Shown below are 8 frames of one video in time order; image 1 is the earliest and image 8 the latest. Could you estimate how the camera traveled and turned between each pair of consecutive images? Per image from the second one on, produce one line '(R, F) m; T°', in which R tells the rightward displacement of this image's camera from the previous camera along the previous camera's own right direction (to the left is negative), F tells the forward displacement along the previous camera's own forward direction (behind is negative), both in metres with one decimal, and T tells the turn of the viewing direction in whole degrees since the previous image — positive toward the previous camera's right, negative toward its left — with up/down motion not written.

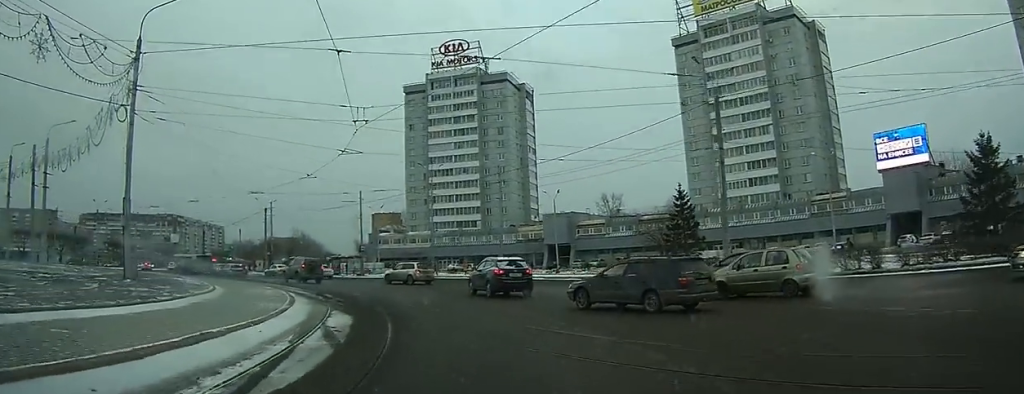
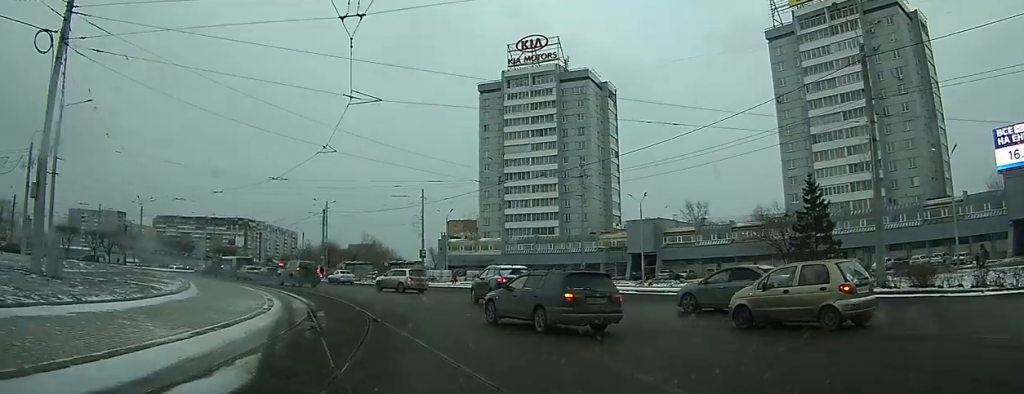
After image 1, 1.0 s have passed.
(-0.9, +9.1) m; -7°
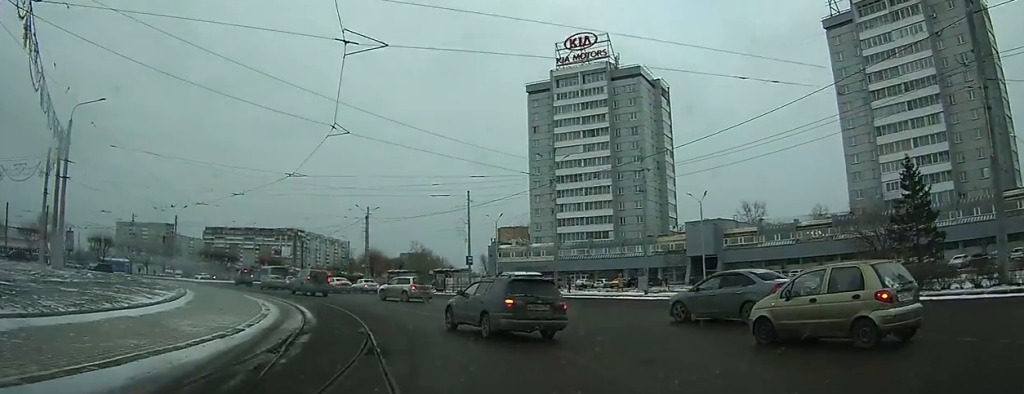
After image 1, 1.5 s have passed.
(0.0, +4.7) m; -4°
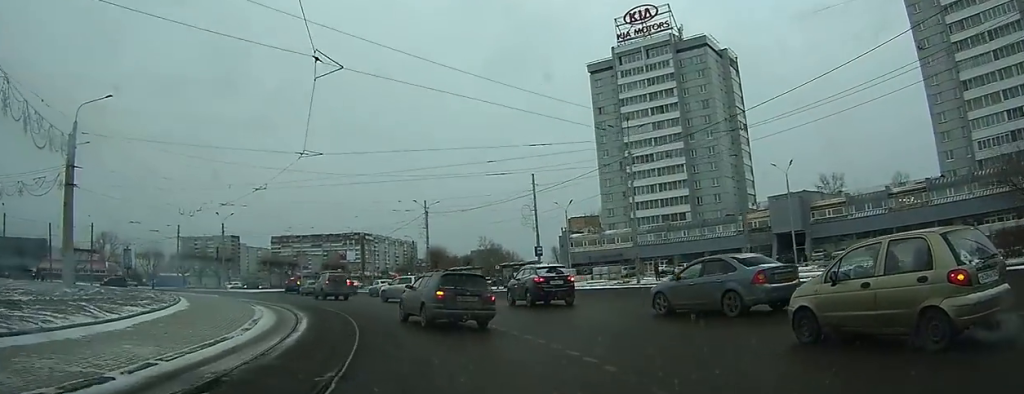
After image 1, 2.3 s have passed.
(-0.4, +6.6) m; -7°
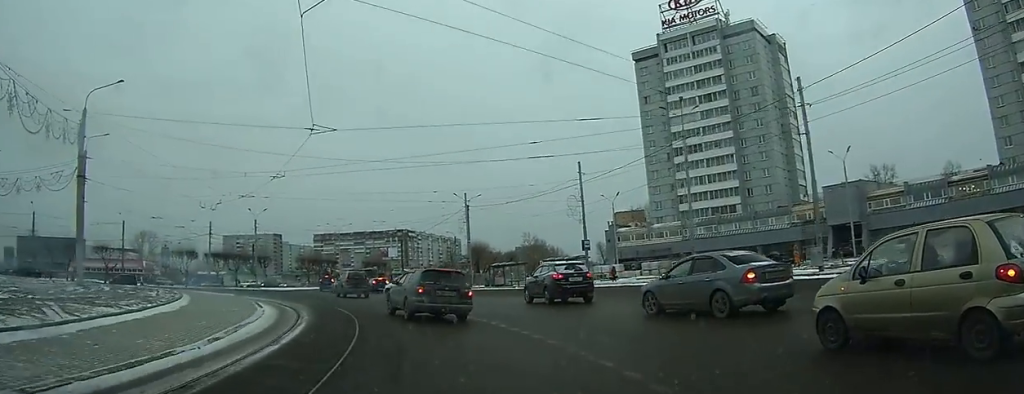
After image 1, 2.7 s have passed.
(-0.3, +3.7) m; -5°
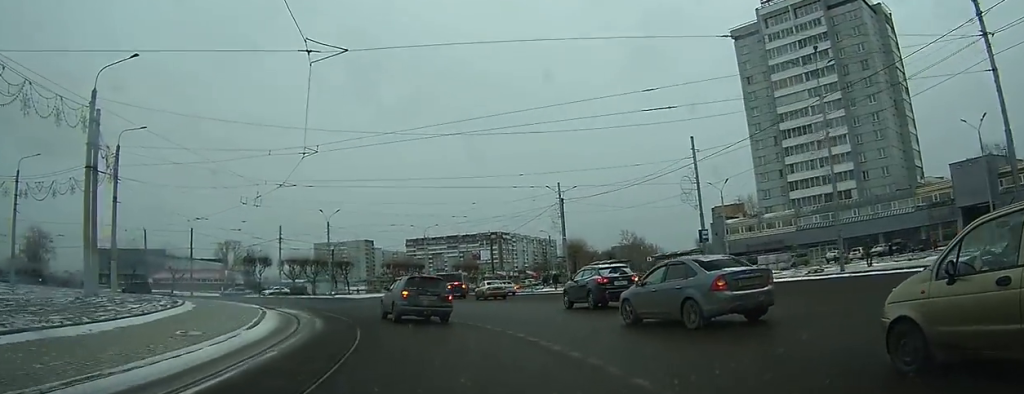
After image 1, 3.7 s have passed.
(-0.5, +7.7) m; -7°
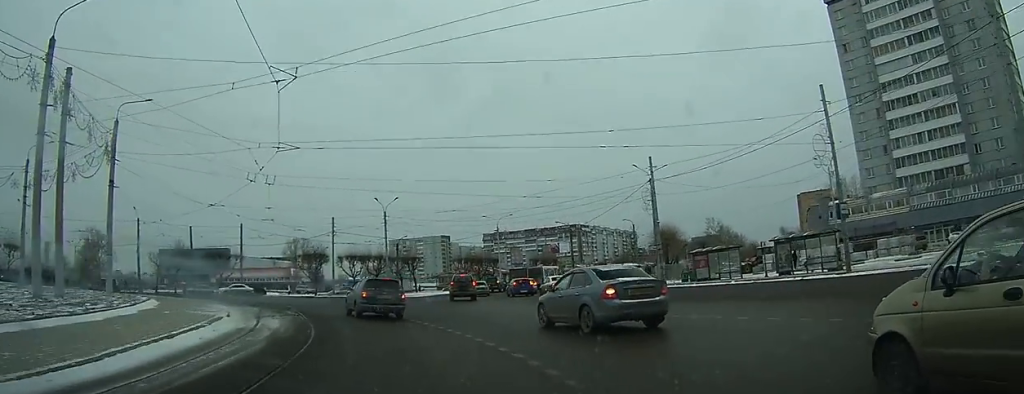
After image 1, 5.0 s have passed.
(-0.8, +9.4) m; -8°
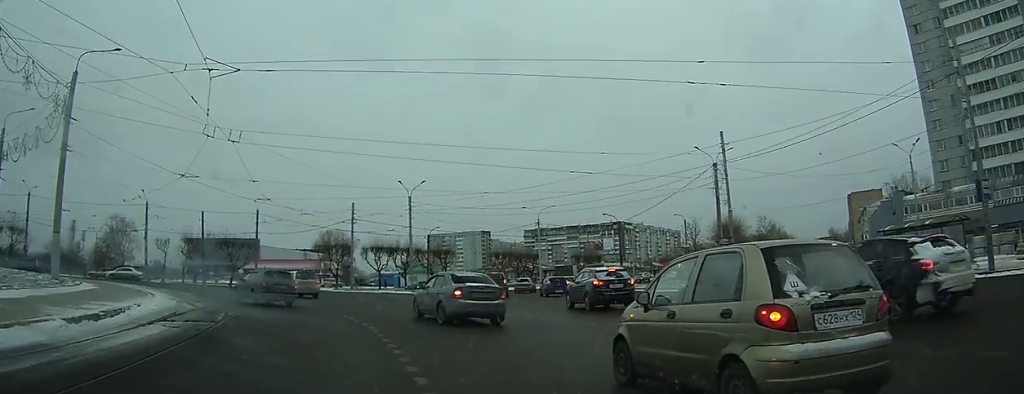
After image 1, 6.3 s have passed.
(-0.5, +9.5) m; -6°
